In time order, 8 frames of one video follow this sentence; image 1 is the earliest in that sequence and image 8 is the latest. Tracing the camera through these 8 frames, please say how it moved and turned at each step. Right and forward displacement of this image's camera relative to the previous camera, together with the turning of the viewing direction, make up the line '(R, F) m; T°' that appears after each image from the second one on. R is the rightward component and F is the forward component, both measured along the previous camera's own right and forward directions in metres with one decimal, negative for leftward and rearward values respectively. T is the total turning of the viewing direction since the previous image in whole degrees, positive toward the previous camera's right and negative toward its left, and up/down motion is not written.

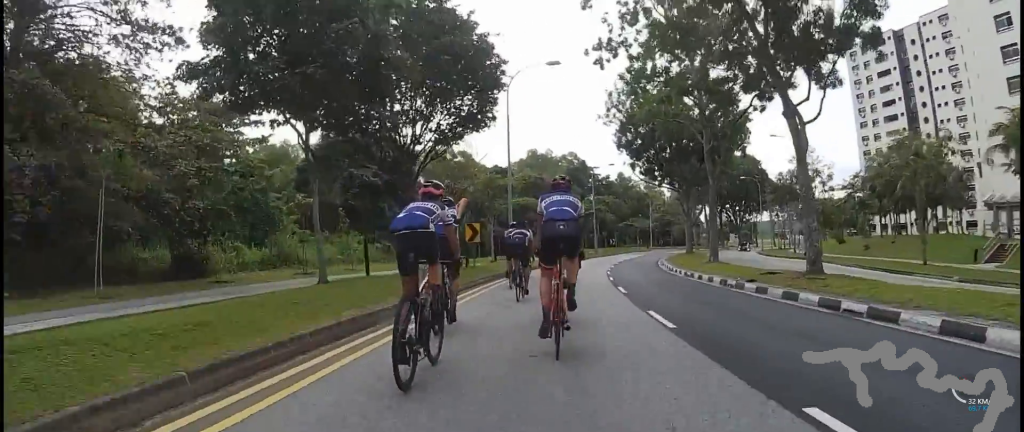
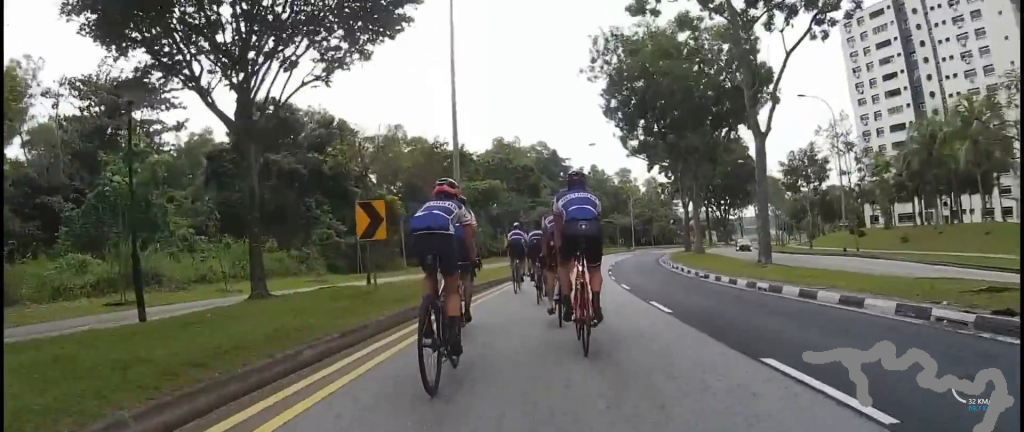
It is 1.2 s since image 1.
(+0.5, +10.3) m; +8°
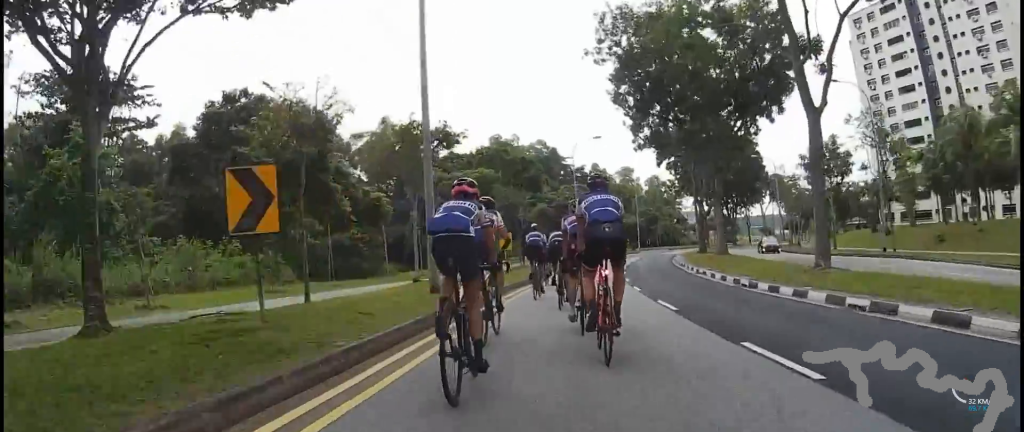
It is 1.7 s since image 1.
(+1.0, +4.4) m; 0°
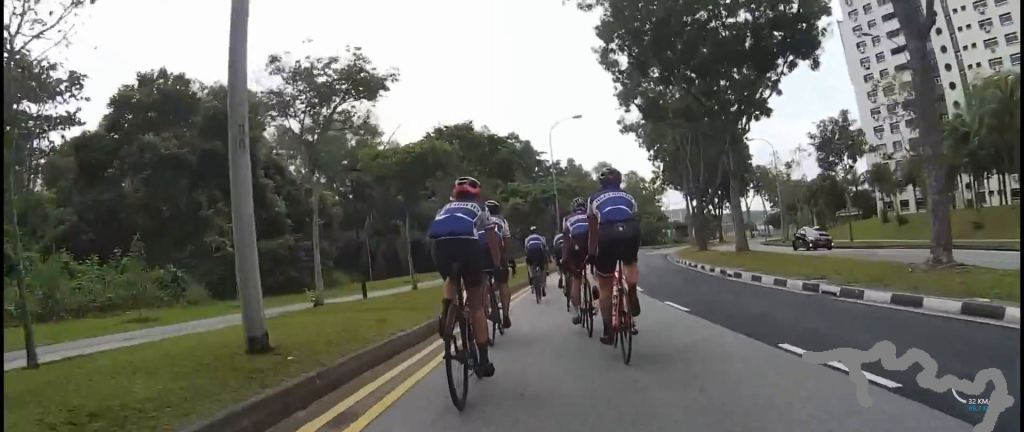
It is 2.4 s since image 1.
(-0.8, +6.3) m; -7°
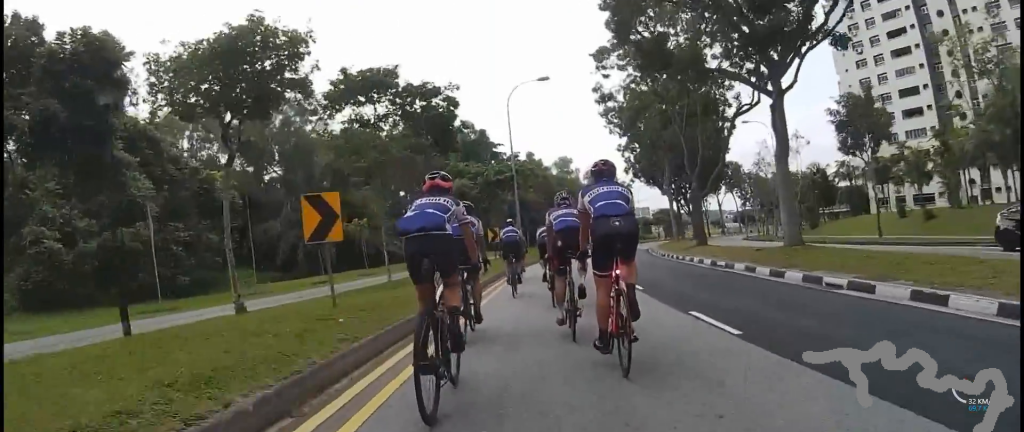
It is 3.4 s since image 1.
(-0.9, +9.2) m; +1°
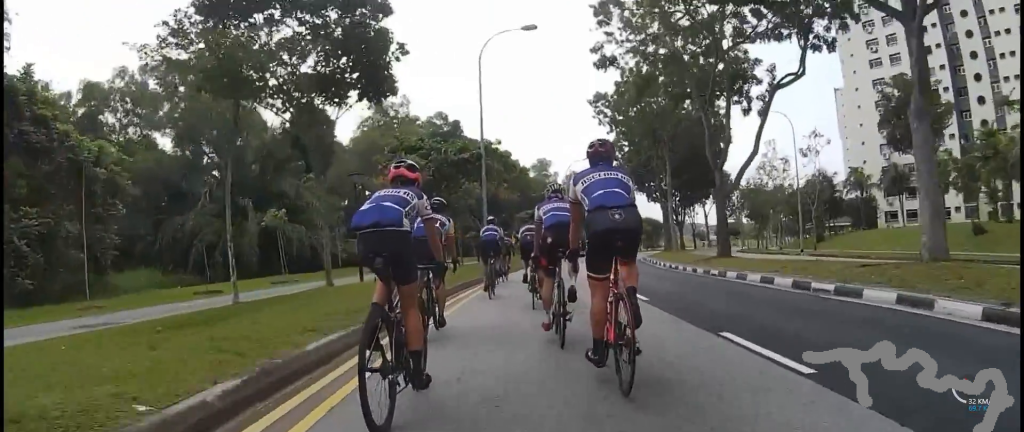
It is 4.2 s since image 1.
(+0.7, +7.8) m; +6°
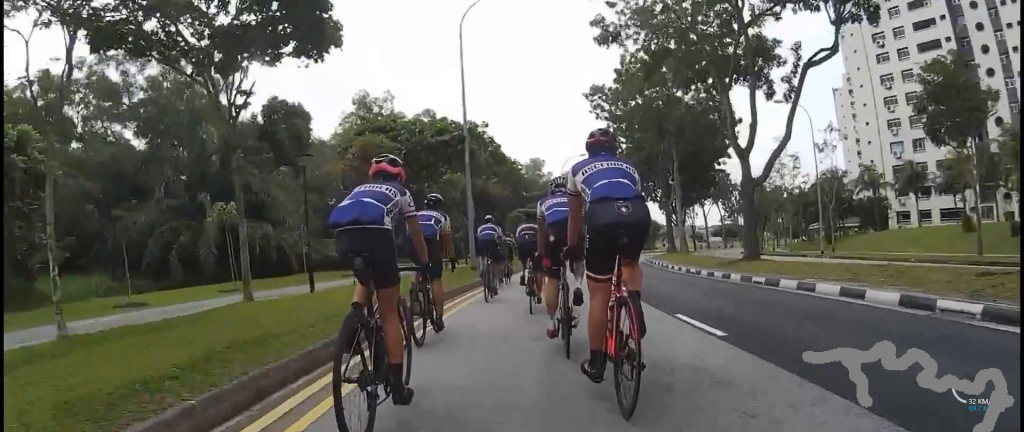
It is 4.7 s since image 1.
(+0.9, +3.9) m; 0°
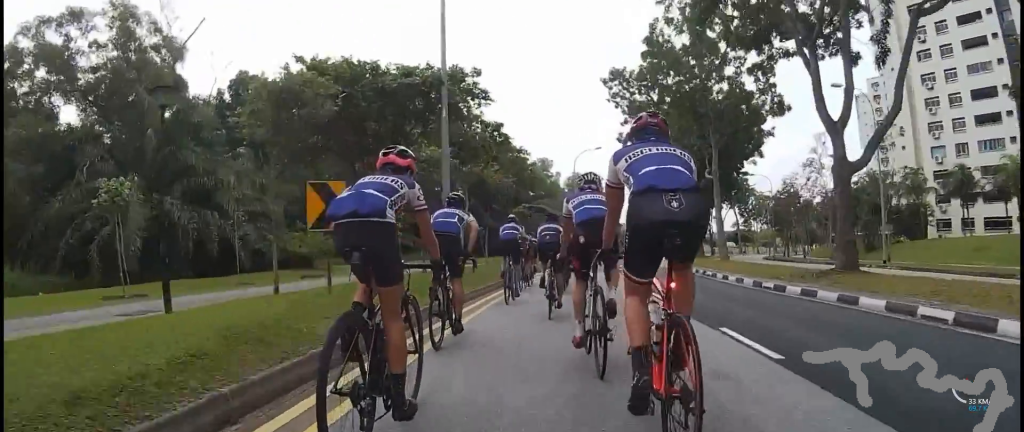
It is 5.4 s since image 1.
(-0.9, +6.7) m; 0°
